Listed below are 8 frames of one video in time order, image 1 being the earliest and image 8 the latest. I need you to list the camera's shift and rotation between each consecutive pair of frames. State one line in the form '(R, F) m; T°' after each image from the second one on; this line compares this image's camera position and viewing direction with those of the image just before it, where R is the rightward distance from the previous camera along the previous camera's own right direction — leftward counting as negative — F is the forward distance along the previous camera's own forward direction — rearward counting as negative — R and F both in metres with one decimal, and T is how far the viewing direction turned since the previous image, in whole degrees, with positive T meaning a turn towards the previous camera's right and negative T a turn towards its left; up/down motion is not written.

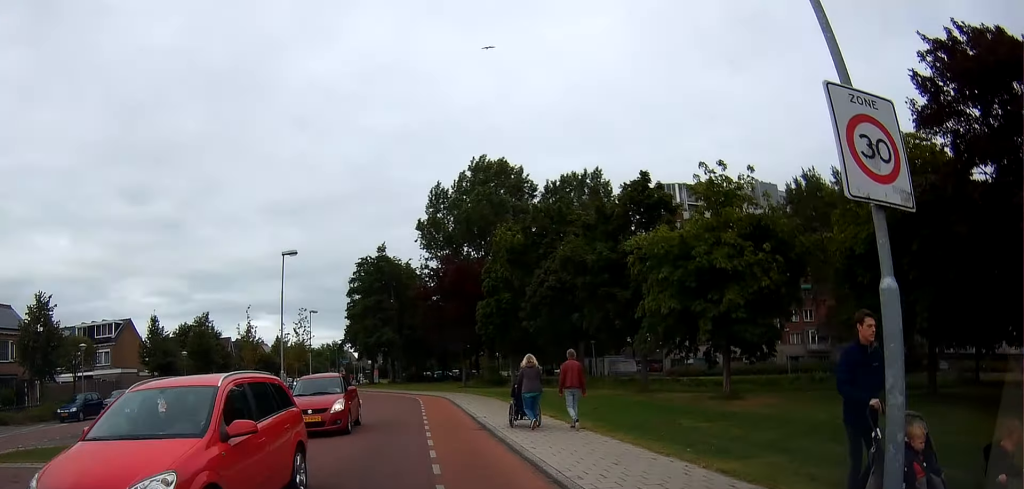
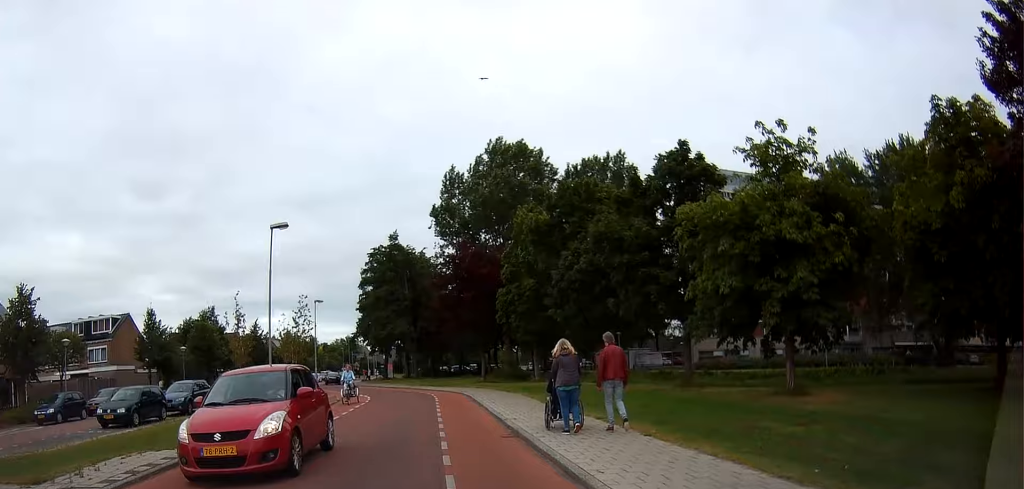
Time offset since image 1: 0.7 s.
(+0.2, +3.1) m; +2°
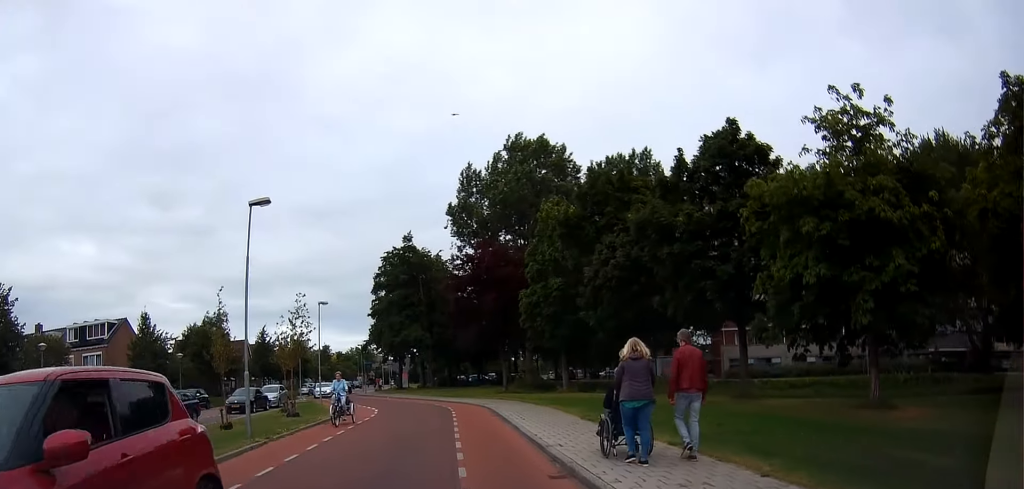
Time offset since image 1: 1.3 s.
(0.0, +3.5) m; 0°
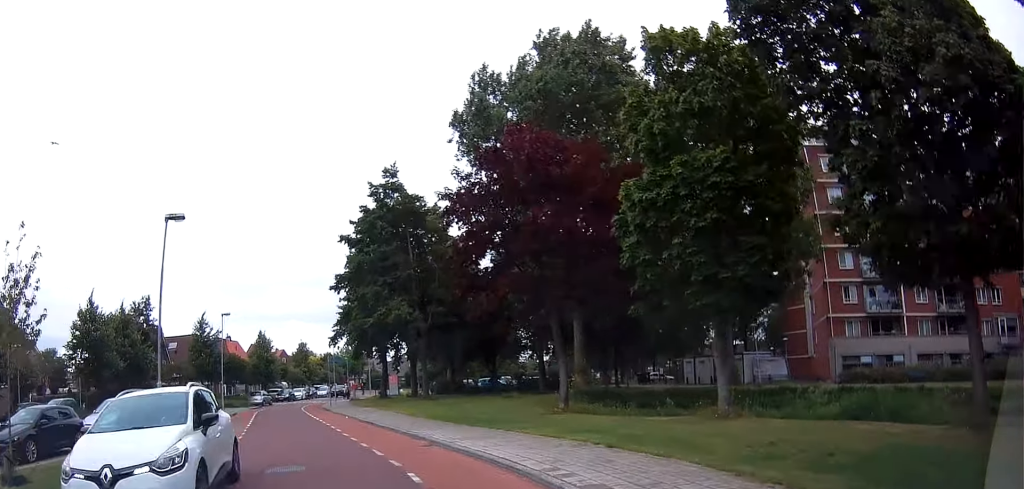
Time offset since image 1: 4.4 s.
(+1.1, +19.6) m; -3°
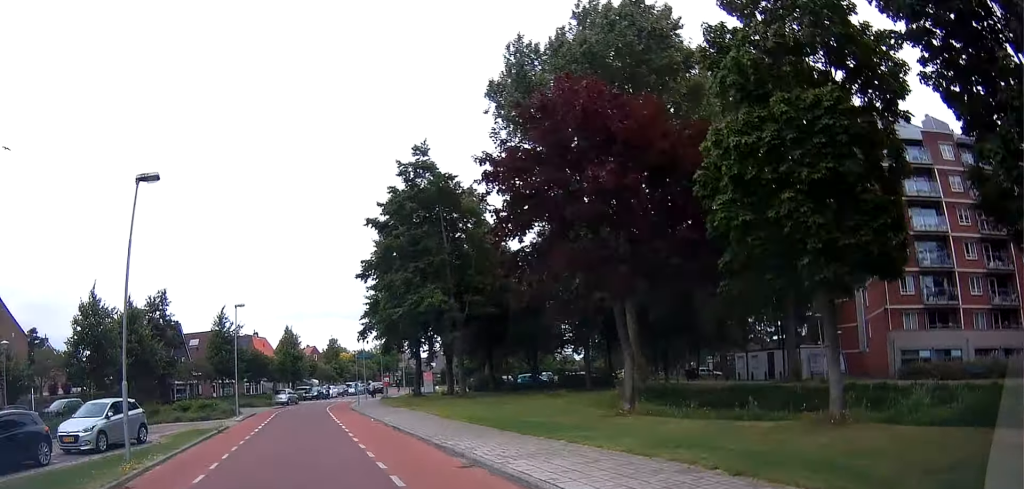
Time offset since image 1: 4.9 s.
(-0.1, +3.5) m; -6°
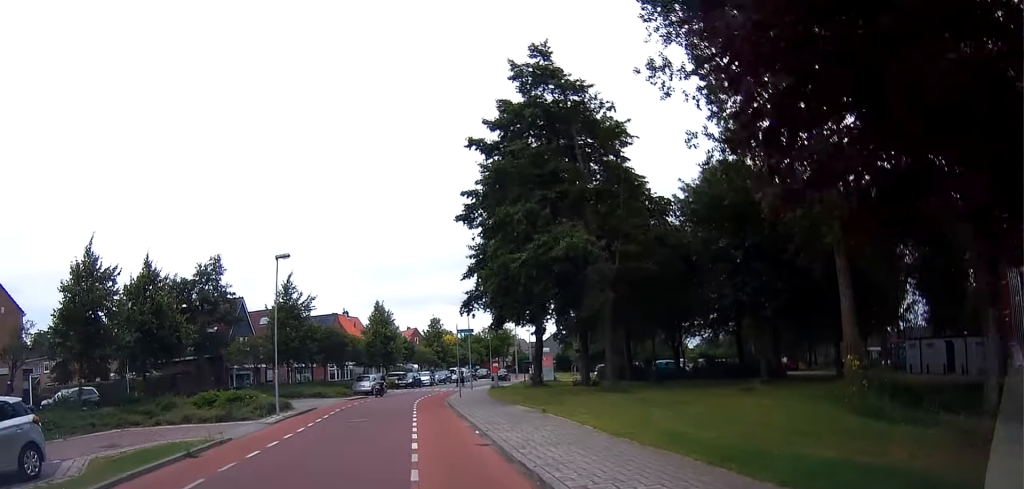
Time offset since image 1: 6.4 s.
(-0.7, +10.4) m; -2°
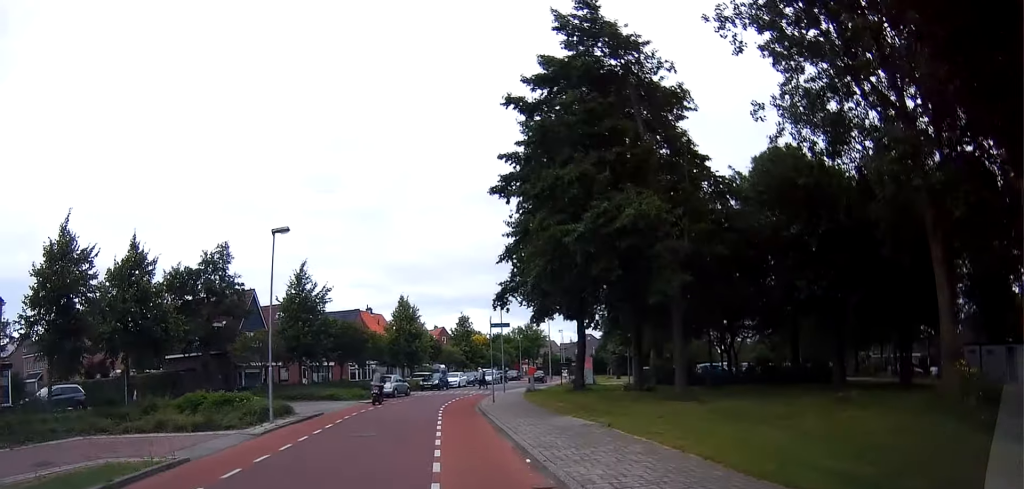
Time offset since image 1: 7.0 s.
(+0.1, +4.3) m; 0°
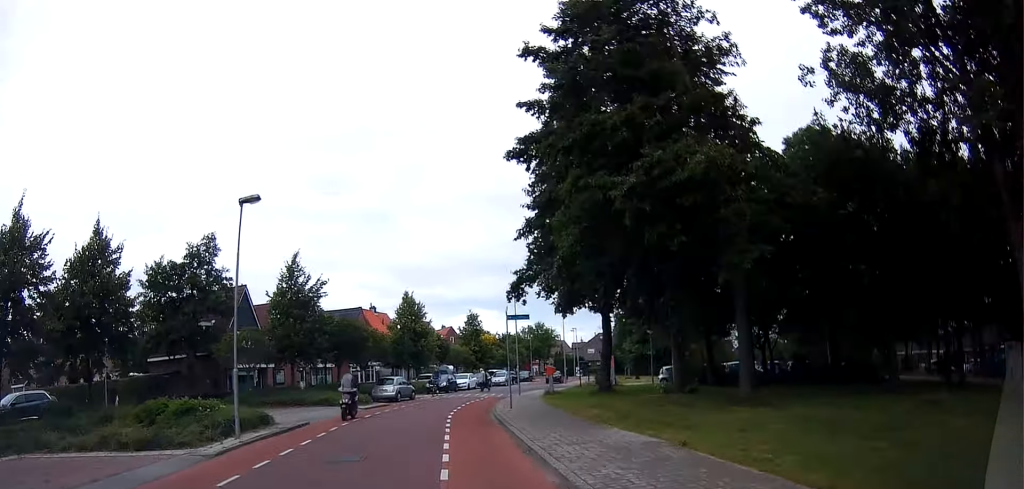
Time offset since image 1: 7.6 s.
(-0.1, +3.9) m; -1°
